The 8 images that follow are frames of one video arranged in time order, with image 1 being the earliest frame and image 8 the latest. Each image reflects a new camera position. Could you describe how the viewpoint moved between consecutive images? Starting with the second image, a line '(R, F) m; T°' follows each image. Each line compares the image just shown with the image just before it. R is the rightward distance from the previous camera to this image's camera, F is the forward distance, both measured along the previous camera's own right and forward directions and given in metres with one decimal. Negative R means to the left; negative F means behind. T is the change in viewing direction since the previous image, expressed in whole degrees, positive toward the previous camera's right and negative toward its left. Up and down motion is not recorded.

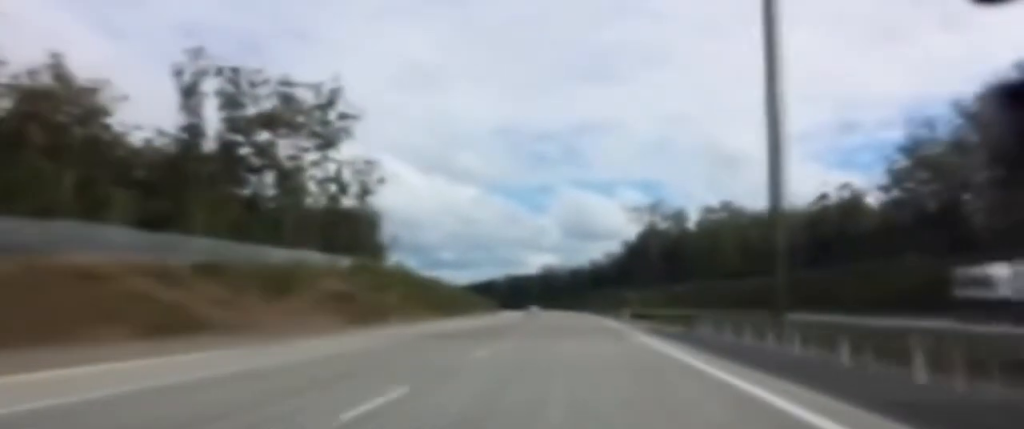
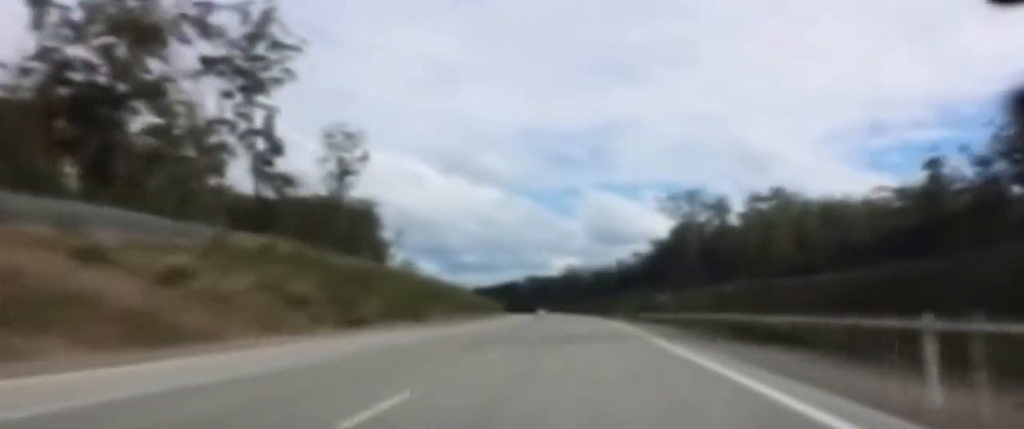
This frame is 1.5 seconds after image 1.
(-0.8, +45.4) m; 0°
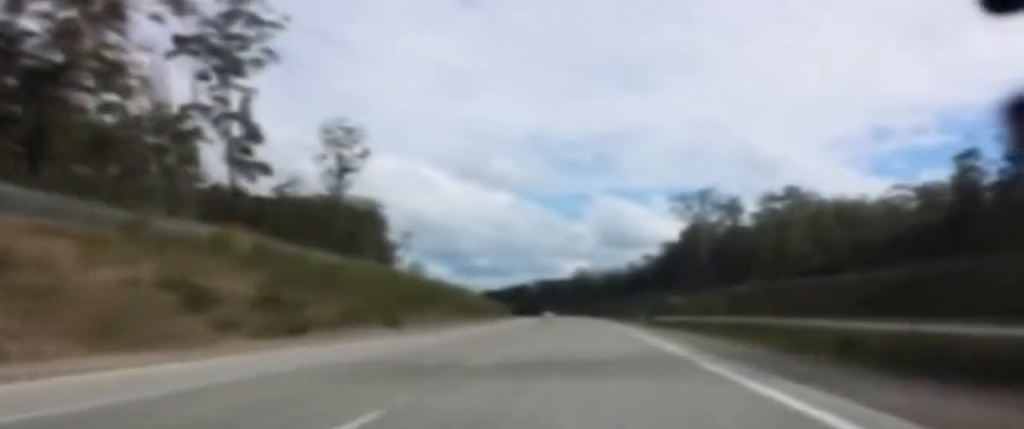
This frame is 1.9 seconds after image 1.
(+0.4, +13.1) m; +1°
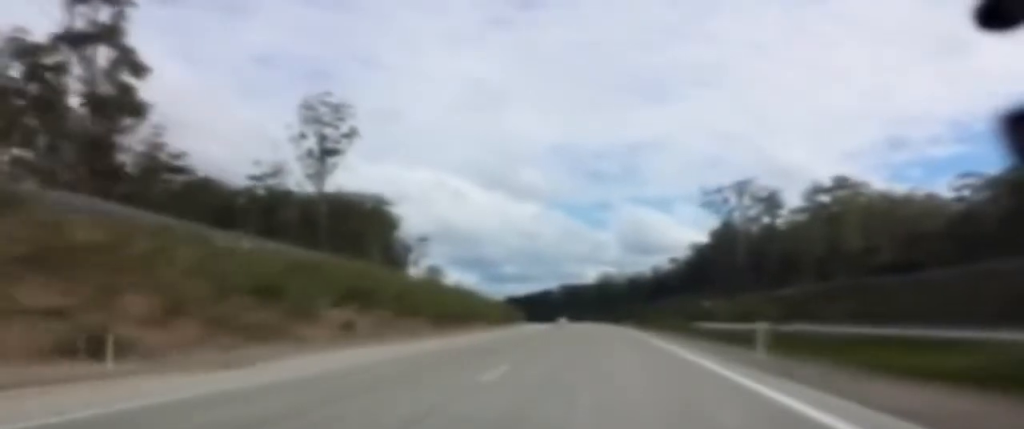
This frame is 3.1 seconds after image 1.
(+0.2, +36.3) m; -1°
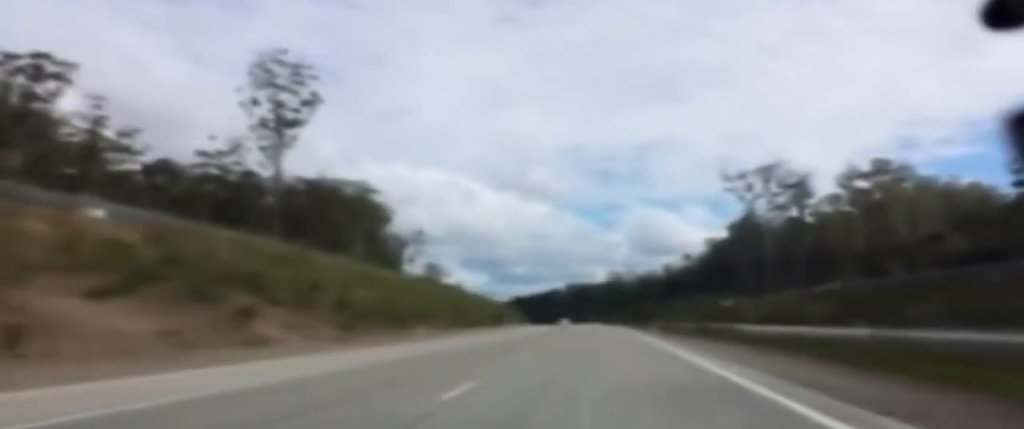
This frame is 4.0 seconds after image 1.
(-0.6, +26.3) m; -1°
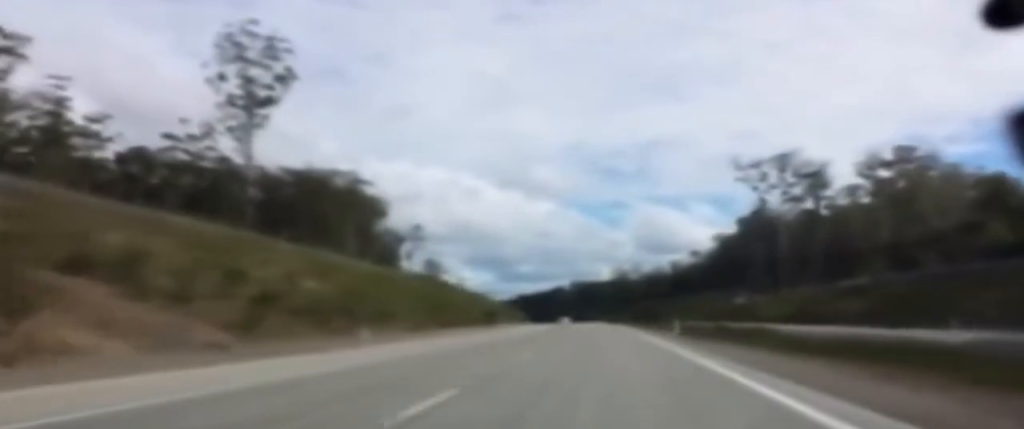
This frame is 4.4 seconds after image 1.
(-0.2, +13.2) m; 0°
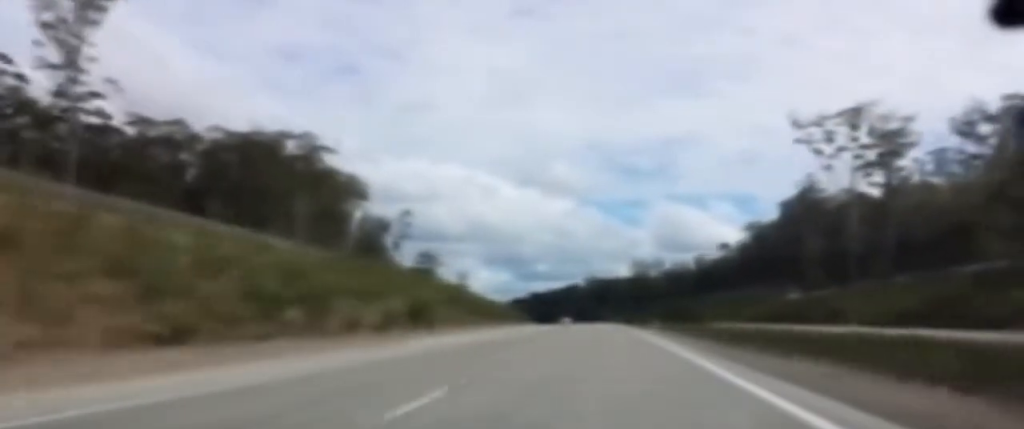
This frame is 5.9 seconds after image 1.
(+0.3, +46.0) m; -1°
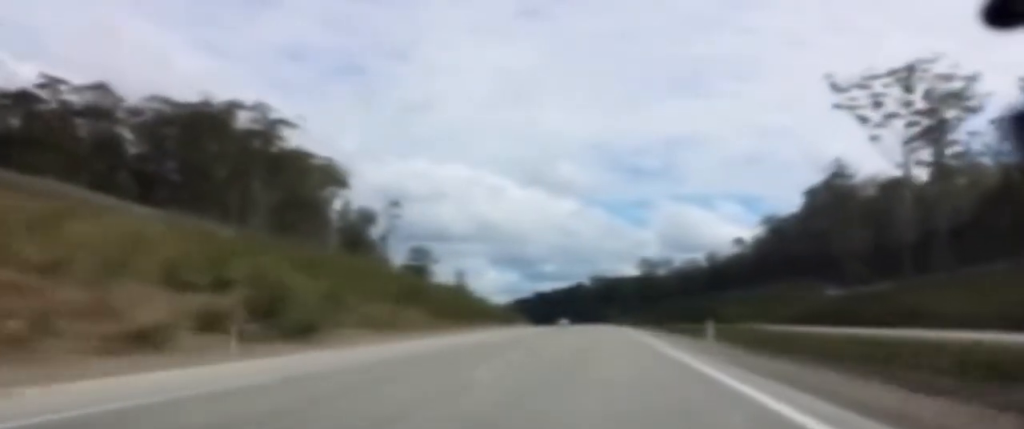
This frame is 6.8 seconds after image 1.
(-0.3, +27.7) m; -1°
